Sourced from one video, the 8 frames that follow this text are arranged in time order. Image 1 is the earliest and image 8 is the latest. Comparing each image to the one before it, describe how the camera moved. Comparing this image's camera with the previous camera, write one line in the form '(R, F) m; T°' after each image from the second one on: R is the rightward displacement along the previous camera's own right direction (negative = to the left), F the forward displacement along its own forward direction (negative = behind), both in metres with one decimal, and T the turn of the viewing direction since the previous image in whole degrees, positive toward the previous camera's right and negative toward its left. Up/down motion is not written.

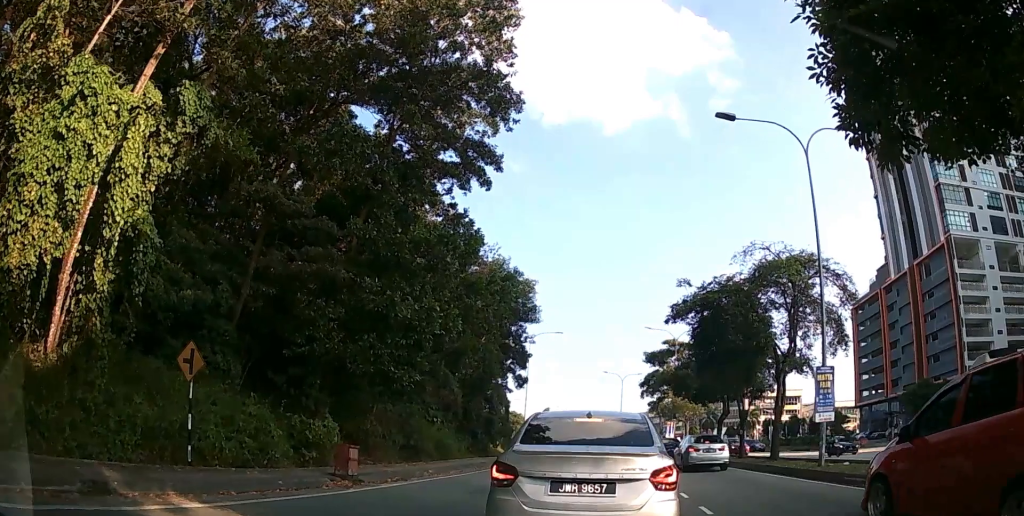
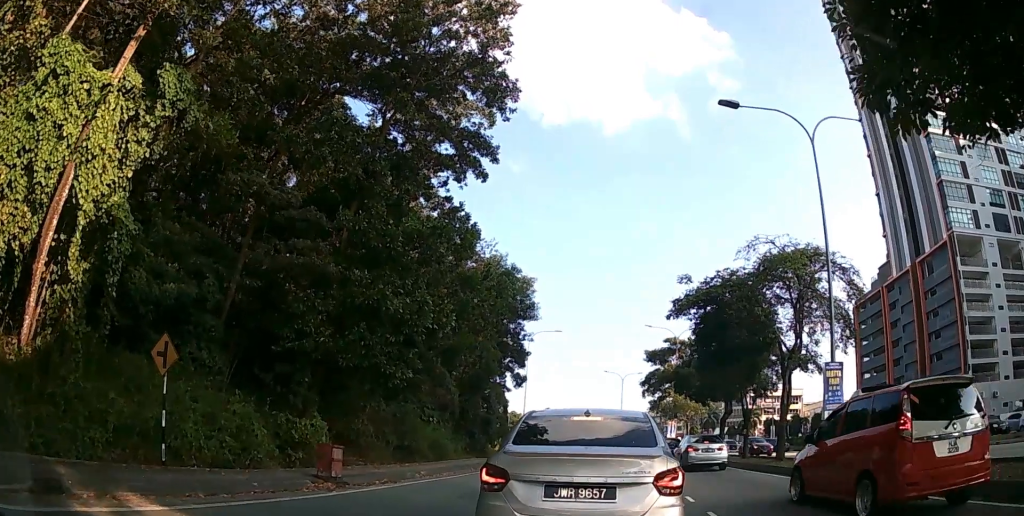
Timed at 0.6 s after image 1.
(+0.1, +1.0) m; 0°
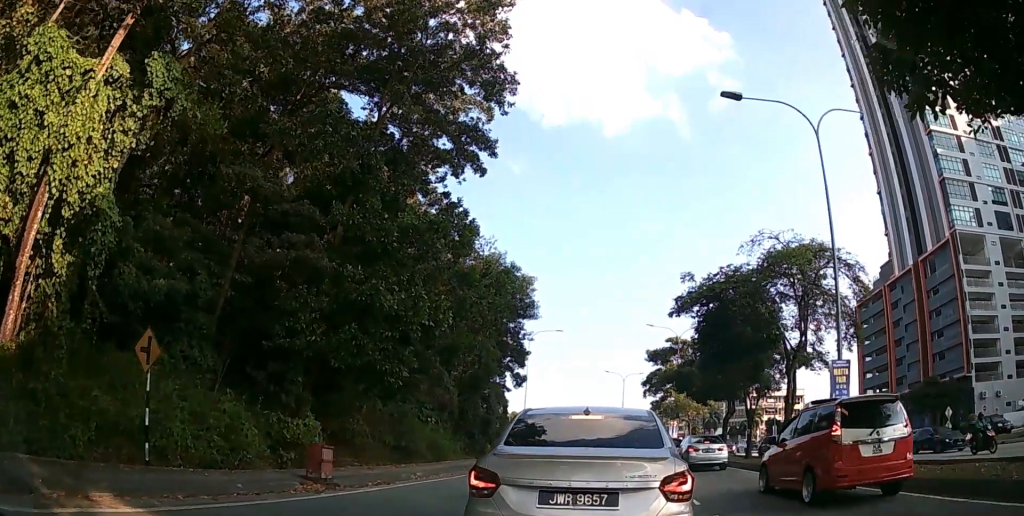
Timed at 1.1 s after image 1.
(+0.1, +0.4) m; 0°
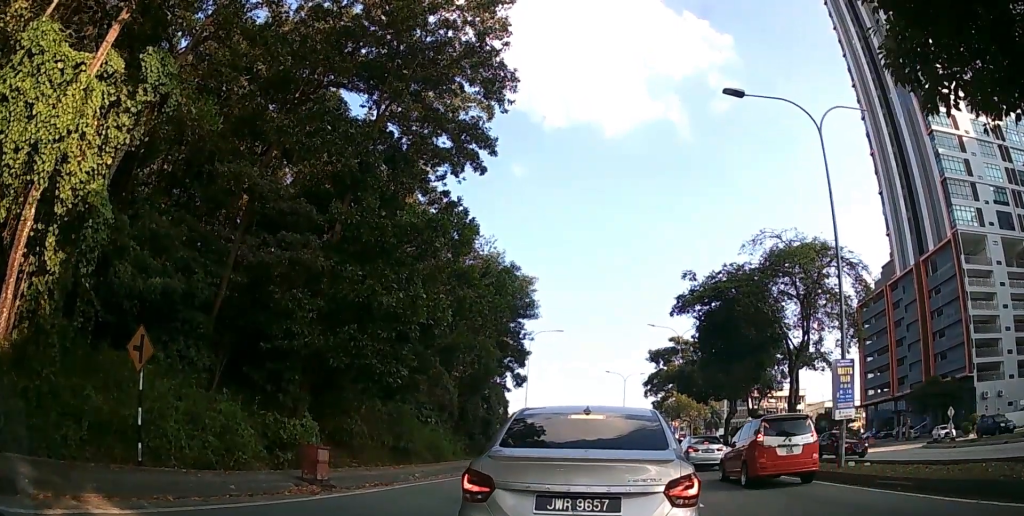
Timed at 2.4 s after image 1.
(+0.2, +0.2) m; 0°
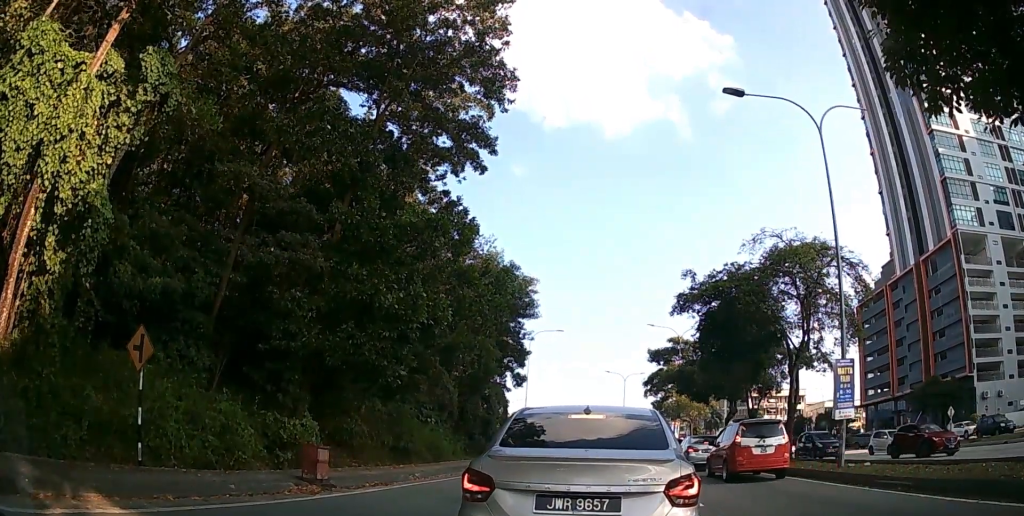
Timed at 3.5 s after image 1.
(0.0, 0.0) m; 0°
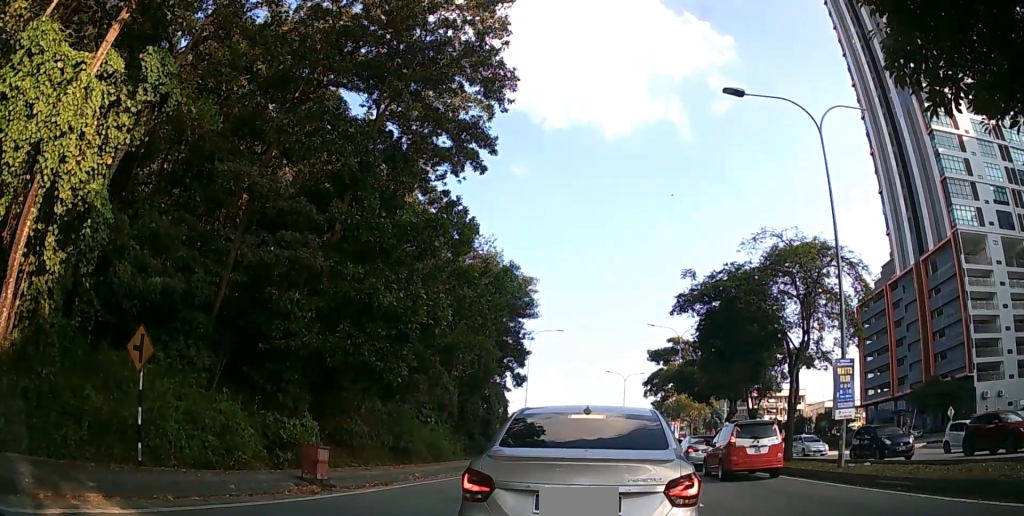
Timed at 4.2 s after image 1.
(0.0, 0.0) m; 0°
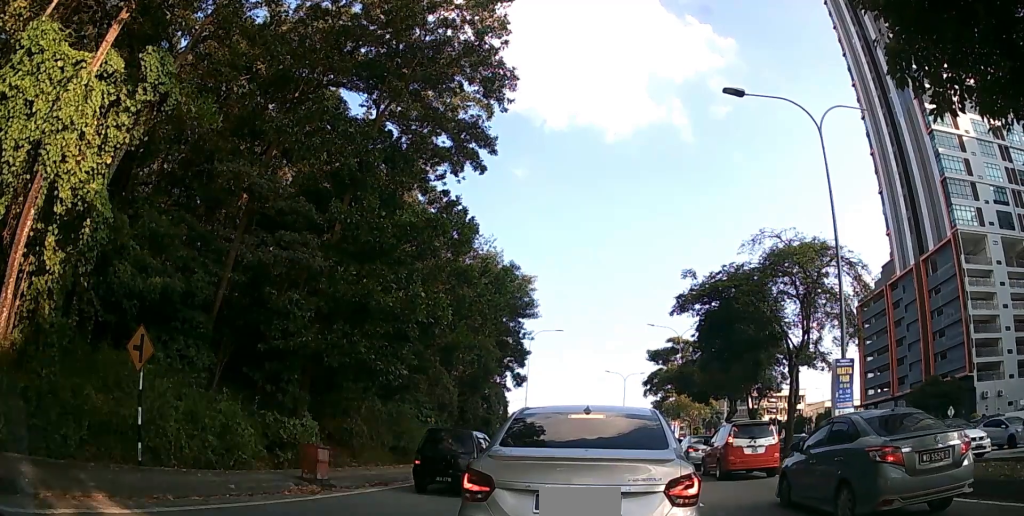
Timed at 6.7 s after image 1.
(0.0, 0.0) m; 0°
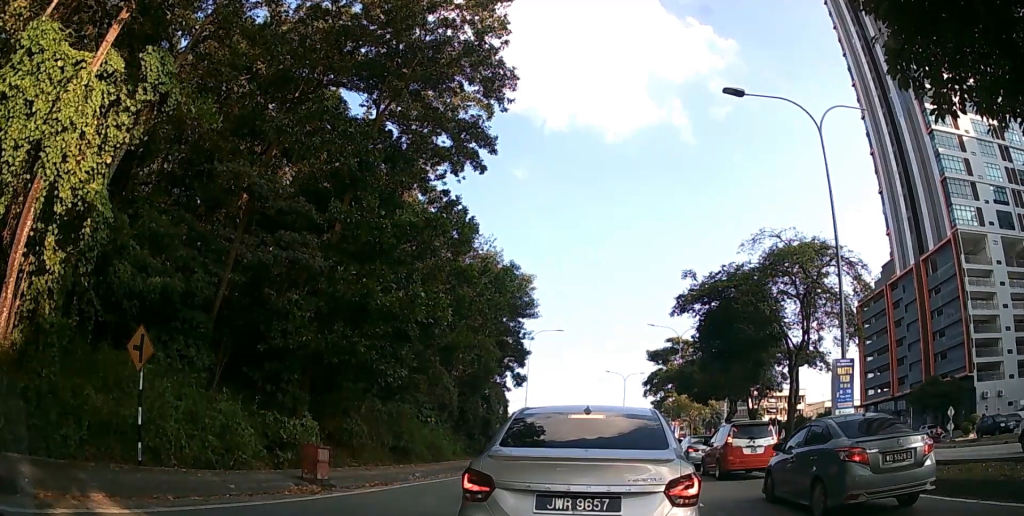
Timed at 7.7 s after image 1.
(0.0, 0.0) m; 0°
